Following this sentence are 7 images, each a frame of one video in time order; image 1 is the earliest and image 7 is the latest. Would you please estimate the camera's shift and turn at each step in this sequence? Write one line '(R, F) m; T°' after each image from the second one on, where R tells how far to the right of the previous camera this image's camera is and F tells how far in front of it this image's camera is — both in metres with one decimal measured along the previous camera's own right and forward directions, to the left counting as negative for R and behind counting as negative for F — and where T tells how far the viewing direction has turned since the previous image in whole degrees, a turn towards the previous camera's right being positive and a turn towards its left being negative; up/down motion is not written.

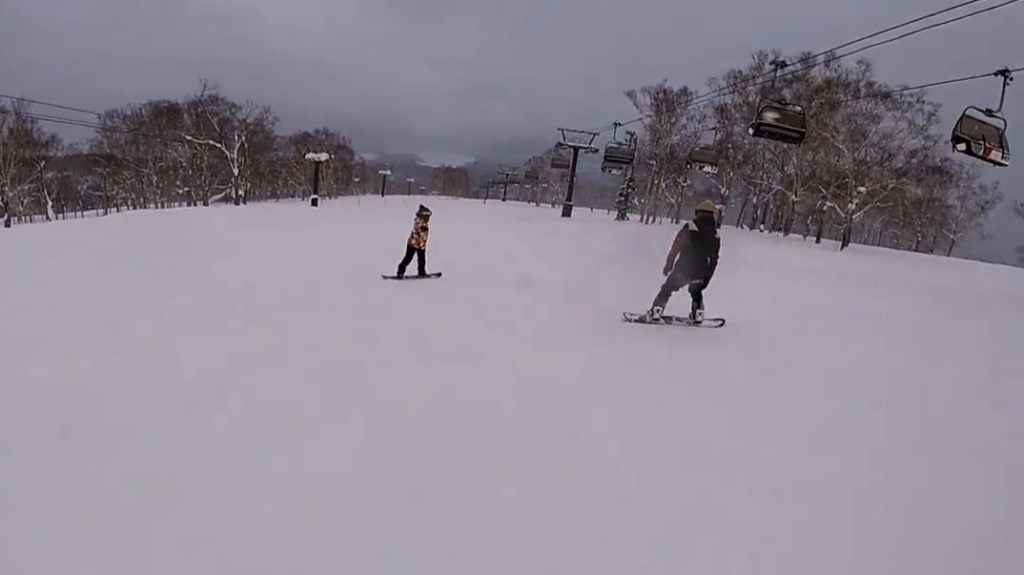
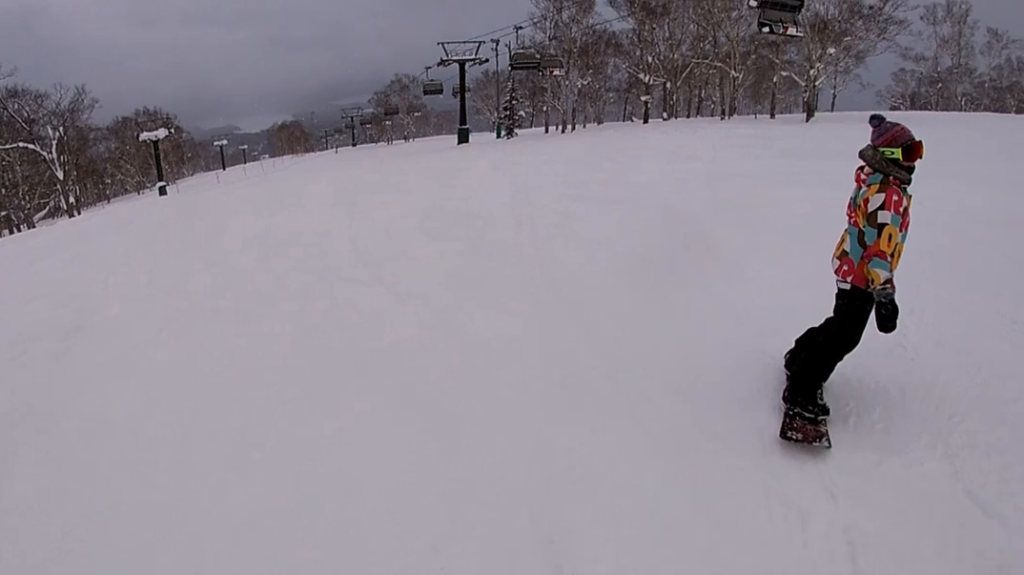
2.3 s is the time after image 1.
(+3.3, +12.7) m; +27°
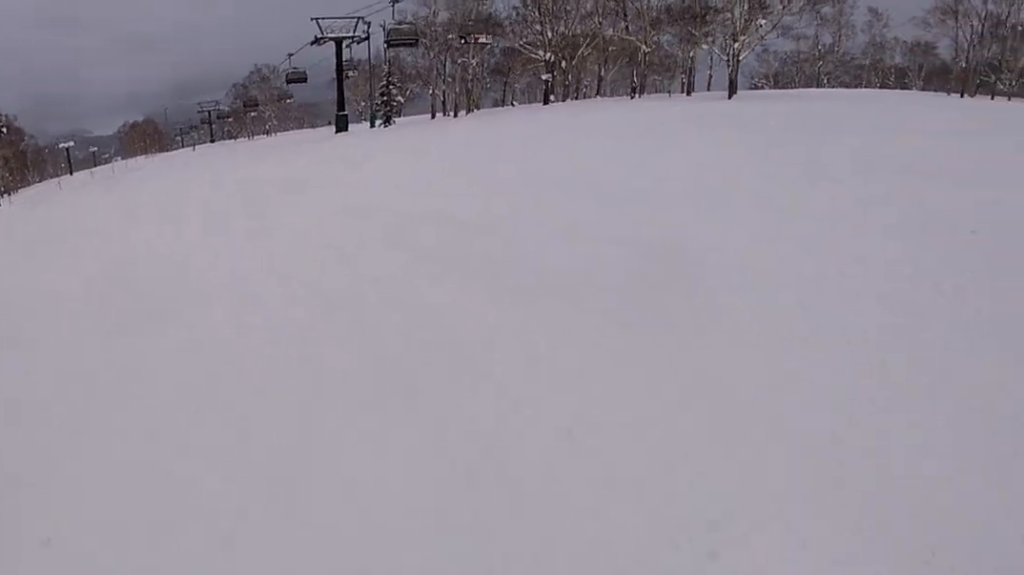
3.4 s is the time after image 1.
(+0.2, +7.1) m; +10°
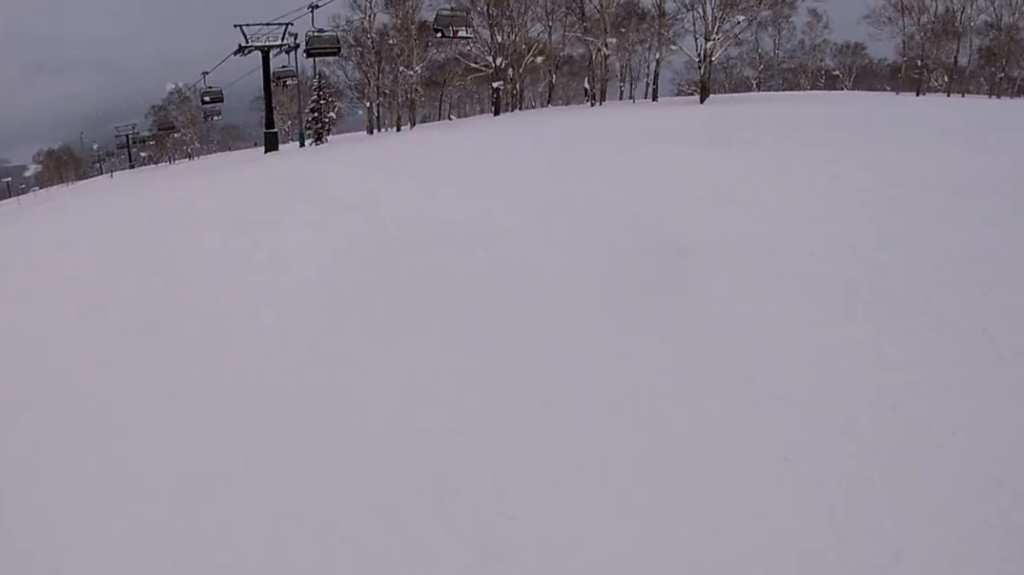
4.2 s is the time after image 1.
(+0.6, +5.5) m; +17°
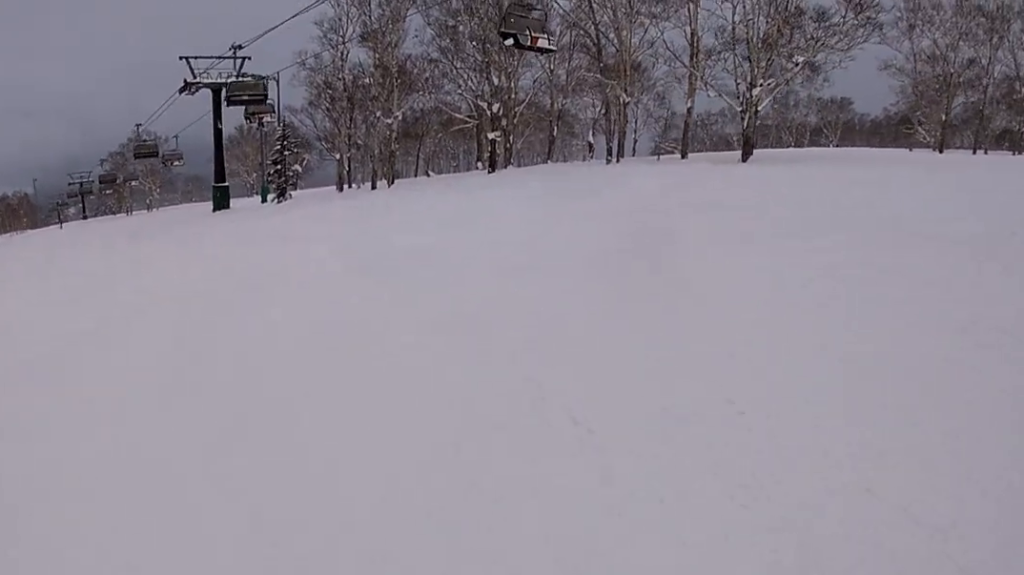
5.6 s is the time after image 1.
(+1.9, +8.5) m; +11°
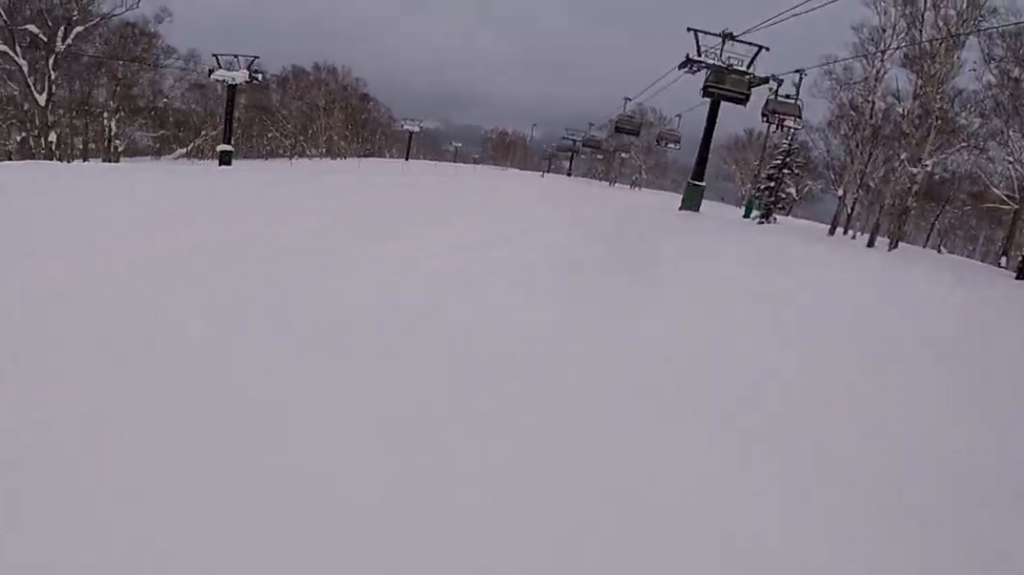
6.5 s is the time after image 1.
(-0.2, +5.1) m; -12°
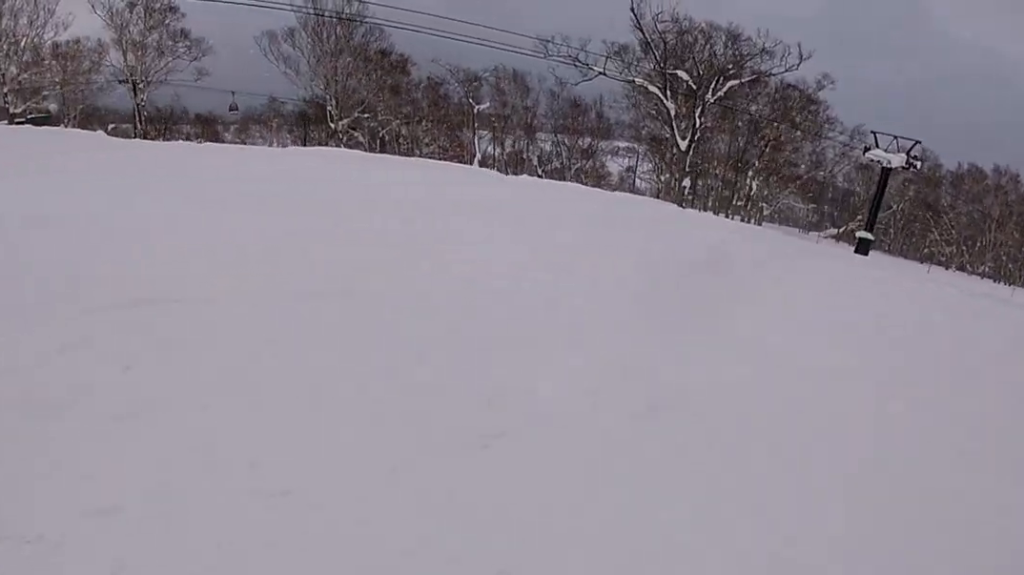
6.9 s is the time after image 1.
(-0.3, +2.5) m; -9°
